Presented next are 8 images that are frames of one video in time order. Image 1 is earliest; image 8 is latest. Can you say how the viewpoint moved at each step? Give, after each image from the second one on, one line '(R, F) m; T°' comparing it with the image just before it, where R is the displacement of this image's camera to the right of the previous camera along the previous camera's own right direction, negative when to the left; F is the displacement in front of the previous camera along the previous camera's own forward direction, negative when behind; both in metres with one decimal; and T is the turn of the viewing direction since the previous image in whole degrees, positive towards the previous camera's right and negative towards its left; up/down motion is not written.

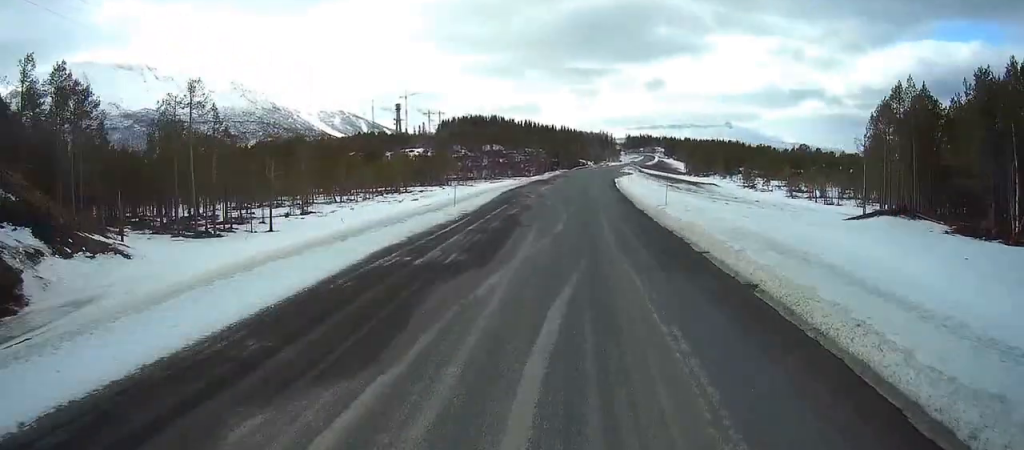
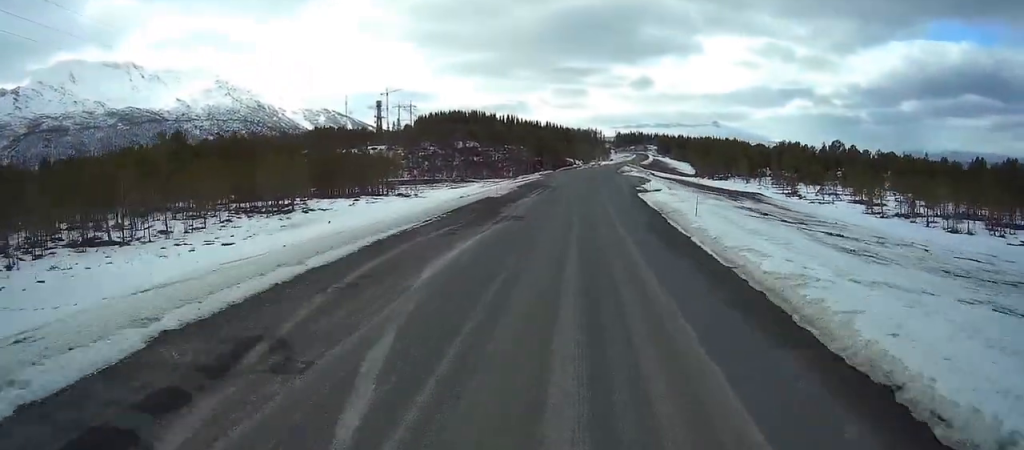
(+0.3, +42.0) m; +1°
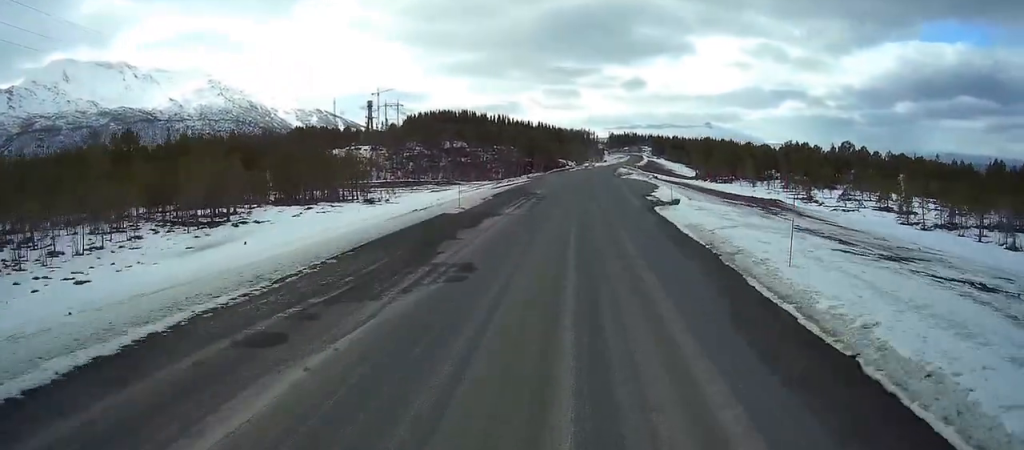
(+0.1, +12.8) m; +1°
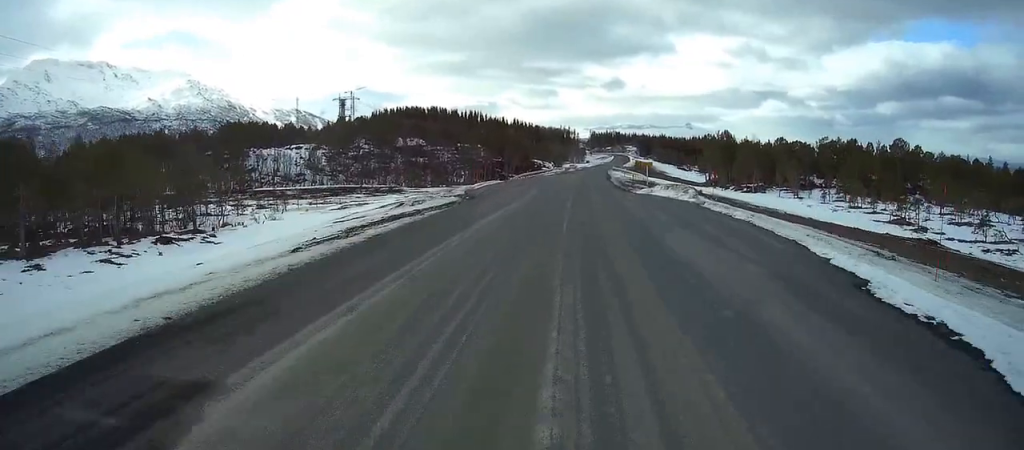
(+0.7, +43.5) m; +2°
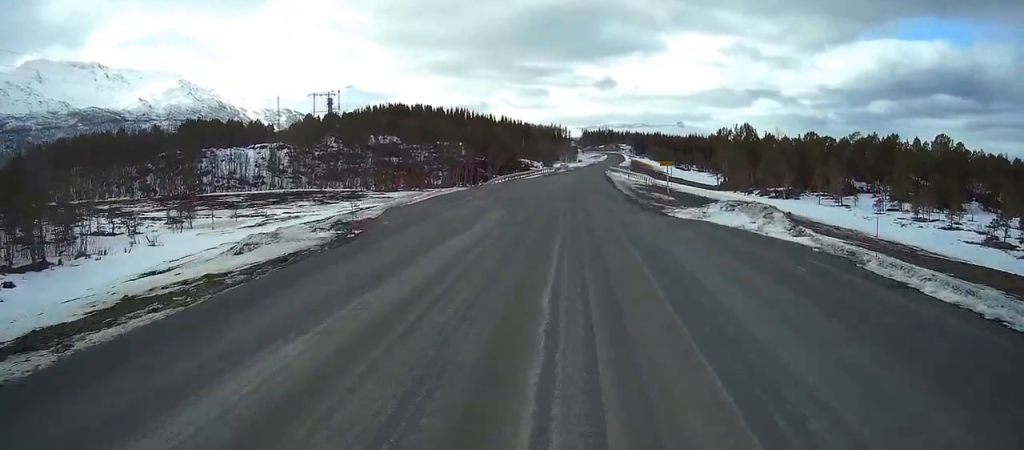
(0.0, +22.9) m; +1°
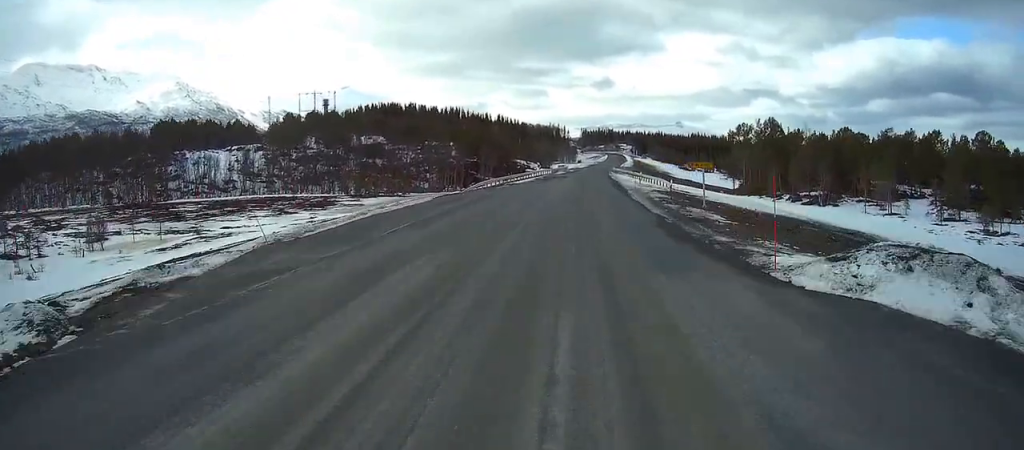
(+0.1, +15.8) m; +1°
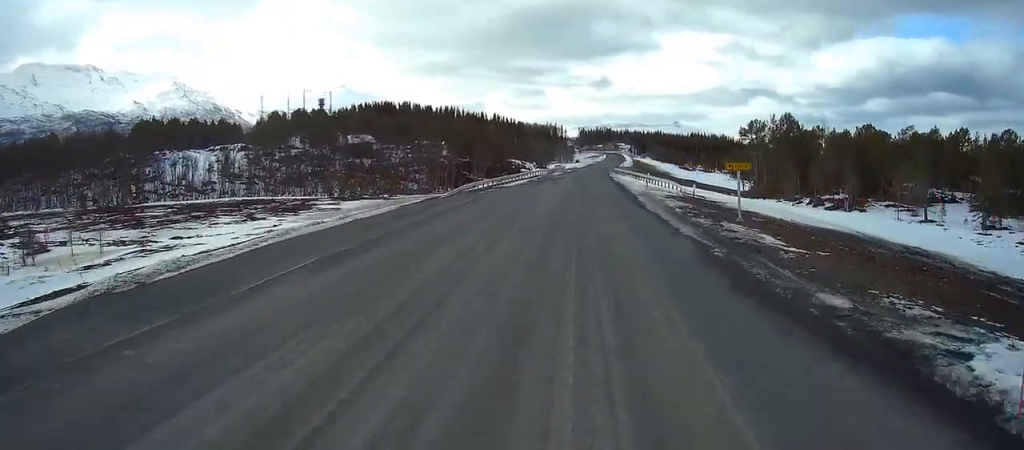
(0.0, +9.4) m; 0°
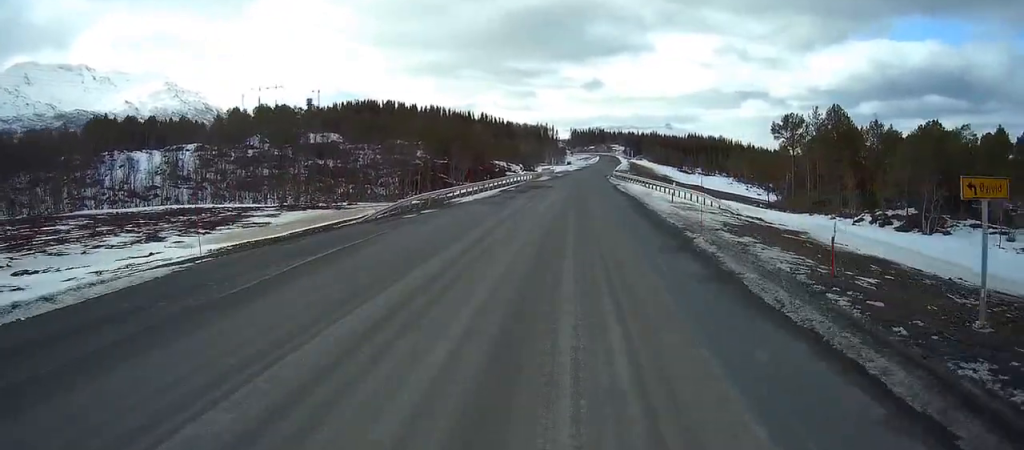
(+0.1, +20.9) m; 0°
